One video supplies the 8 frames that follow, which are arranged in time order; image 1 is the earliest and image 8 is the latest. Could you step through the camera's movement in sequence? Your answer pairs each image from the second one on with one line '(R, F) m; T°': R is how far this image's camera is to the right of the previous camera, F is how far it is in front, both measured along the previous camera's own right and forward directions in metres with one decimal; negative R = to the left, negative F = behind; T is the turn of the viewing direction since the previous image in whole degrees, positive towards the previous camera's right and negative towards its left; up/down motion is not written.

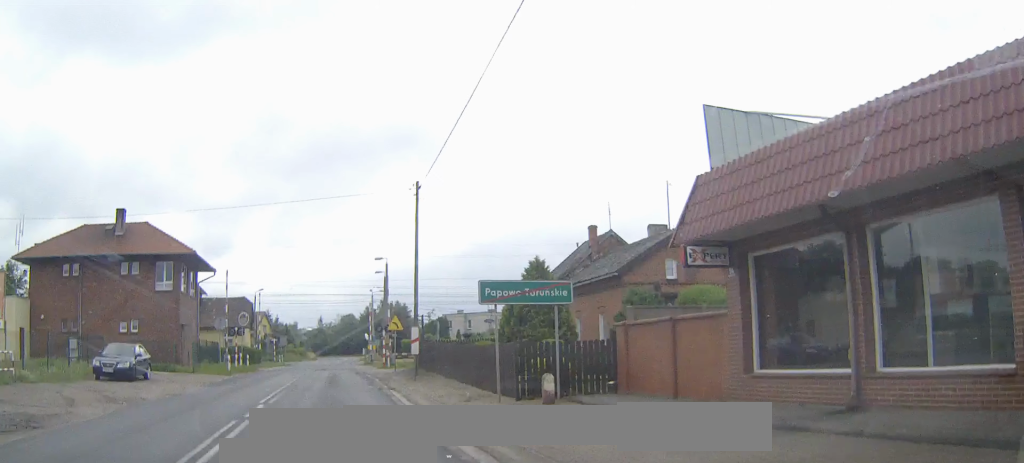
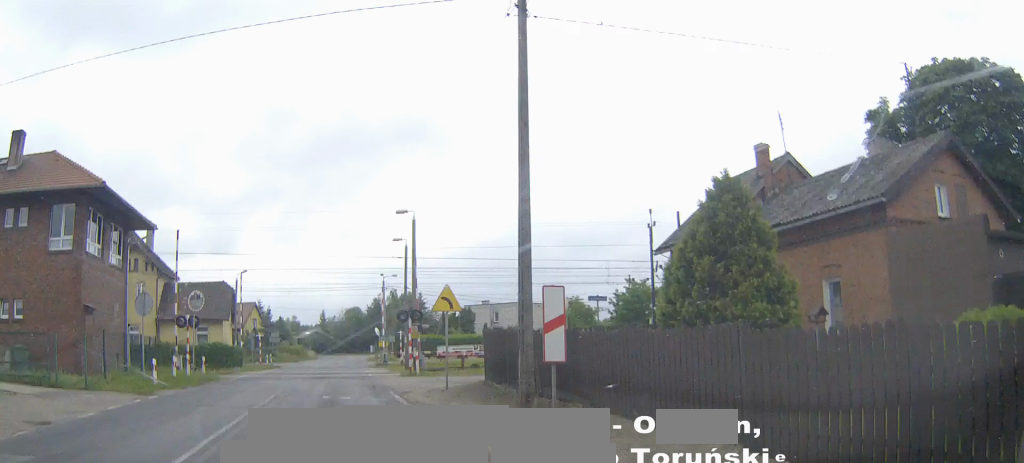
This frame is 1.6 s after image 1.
(+0.1, +17.6) m; +1°
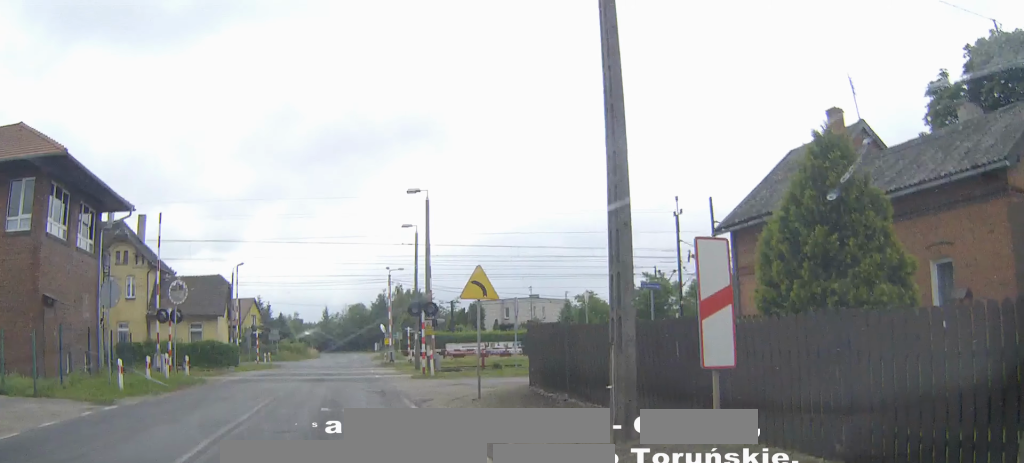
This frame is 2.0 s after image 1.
(0.0, +4.6) m; 0°
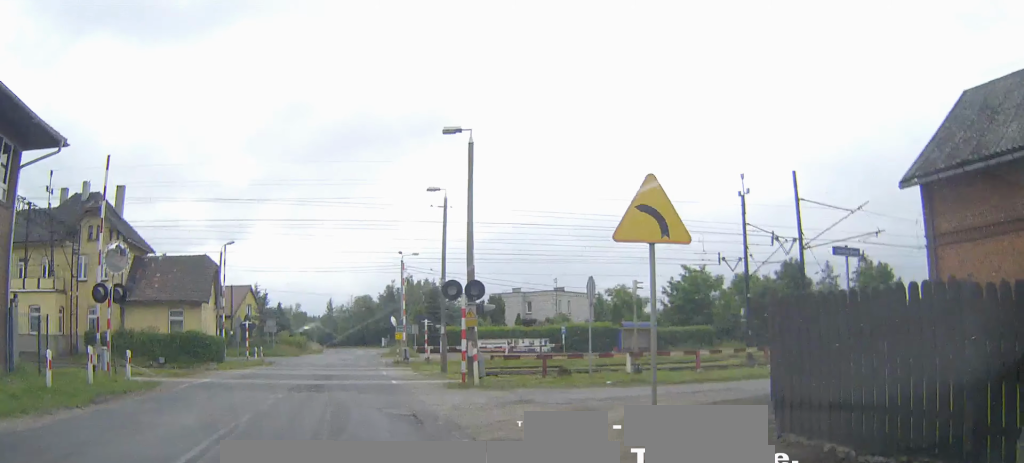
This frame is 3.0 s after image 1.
(0.0, +10.1) m; -1°
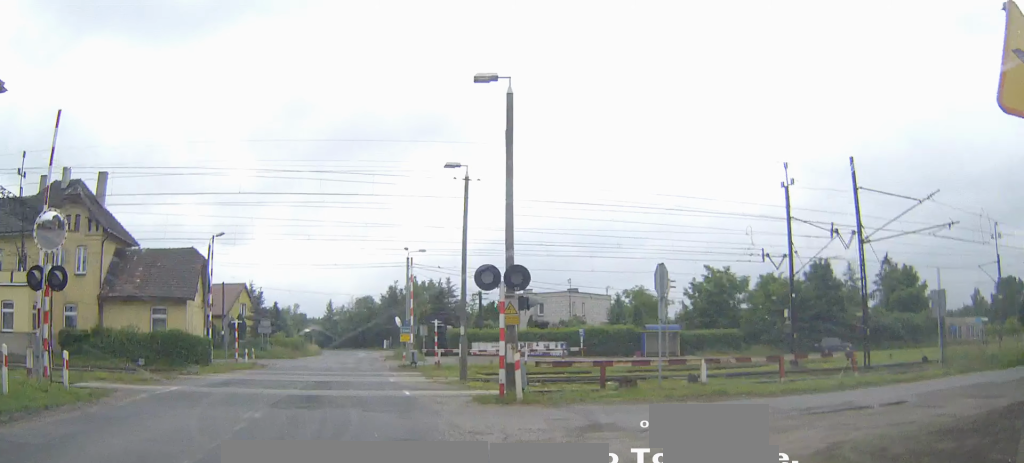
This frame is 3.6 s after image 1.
(0.0, +6.0) m; -1°
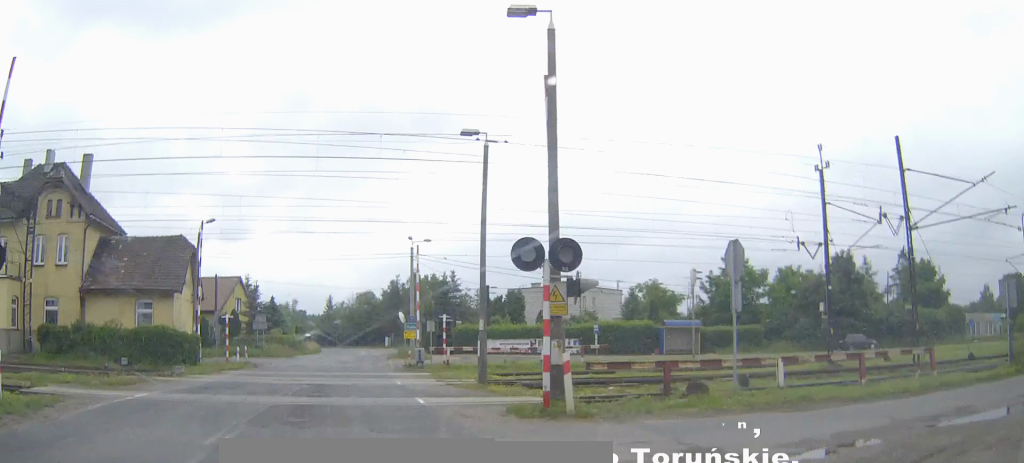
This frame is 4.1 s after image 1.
(-0.1, +3.9) m; 0°
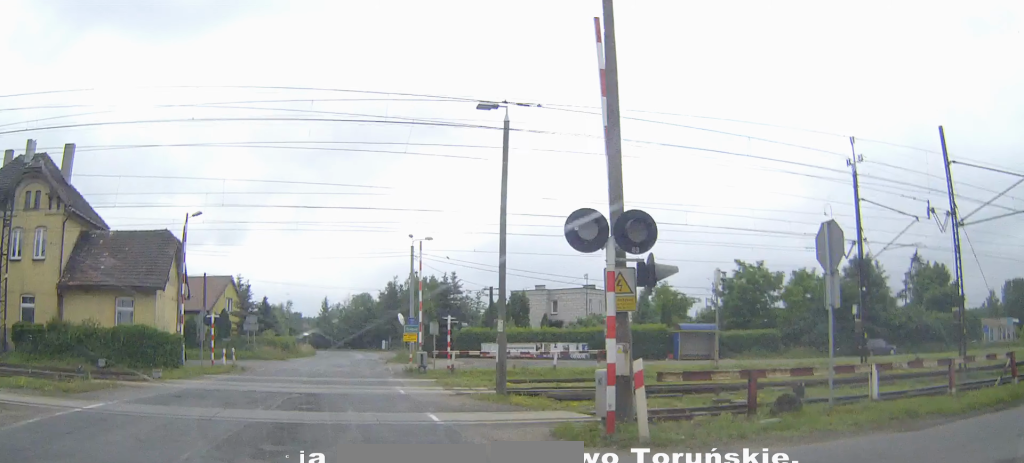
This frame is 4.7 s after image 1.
(0.0, +4.3) m; 0°
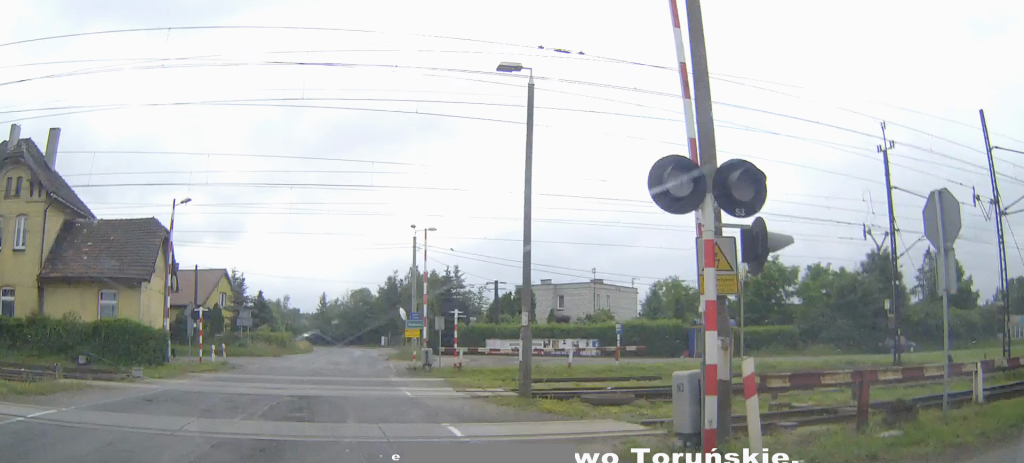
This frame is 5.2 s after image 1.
(0.0, +3.5) m; +1°
